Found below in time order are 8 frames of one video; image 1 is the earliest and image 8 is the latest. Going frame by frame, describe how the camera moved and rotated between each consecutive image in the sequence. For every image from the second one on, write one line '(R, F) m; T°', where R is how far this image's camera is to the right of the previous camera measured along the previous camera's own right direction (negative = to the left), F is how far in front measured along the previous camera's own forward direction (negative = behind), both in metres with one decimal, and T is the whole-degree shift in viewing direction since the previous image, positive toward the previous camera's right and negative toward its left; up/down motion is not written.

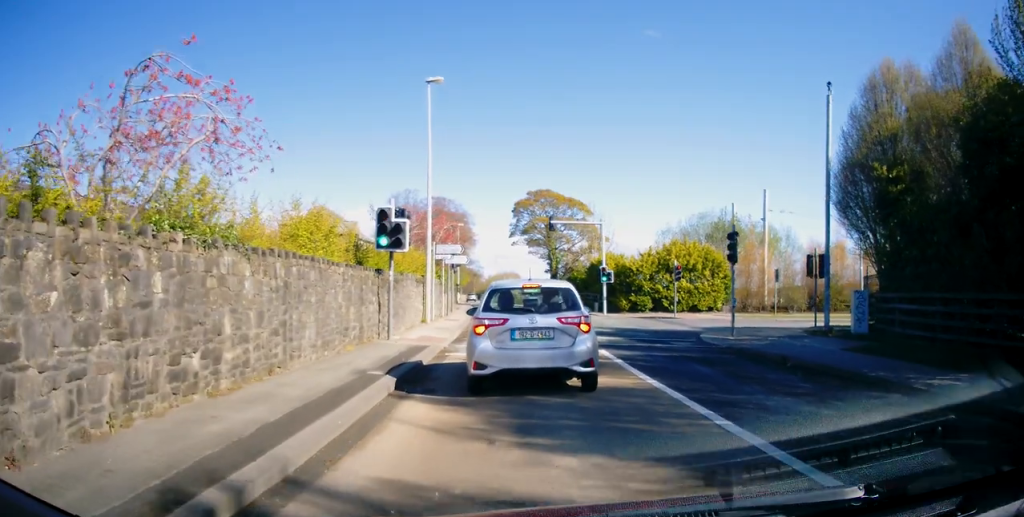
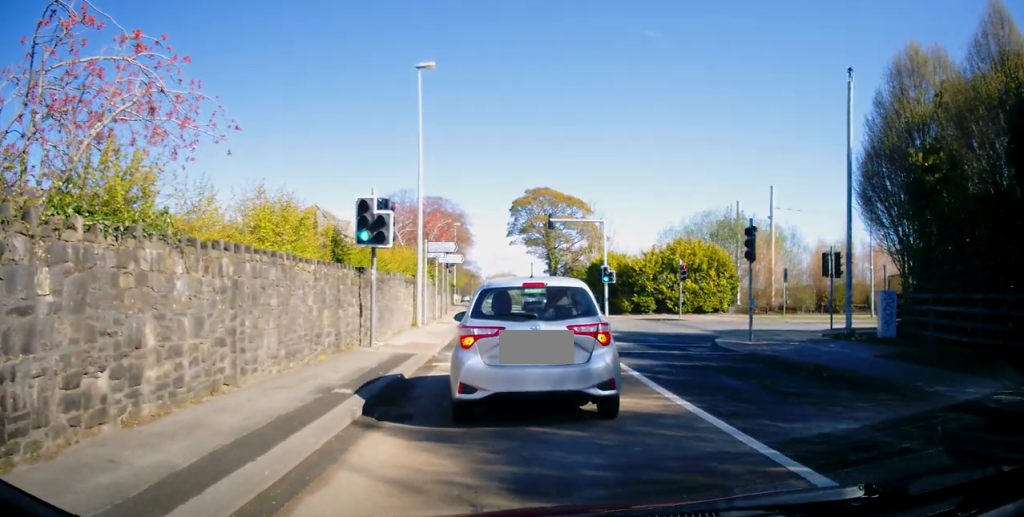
(-0.2, +1.7) m; -4°
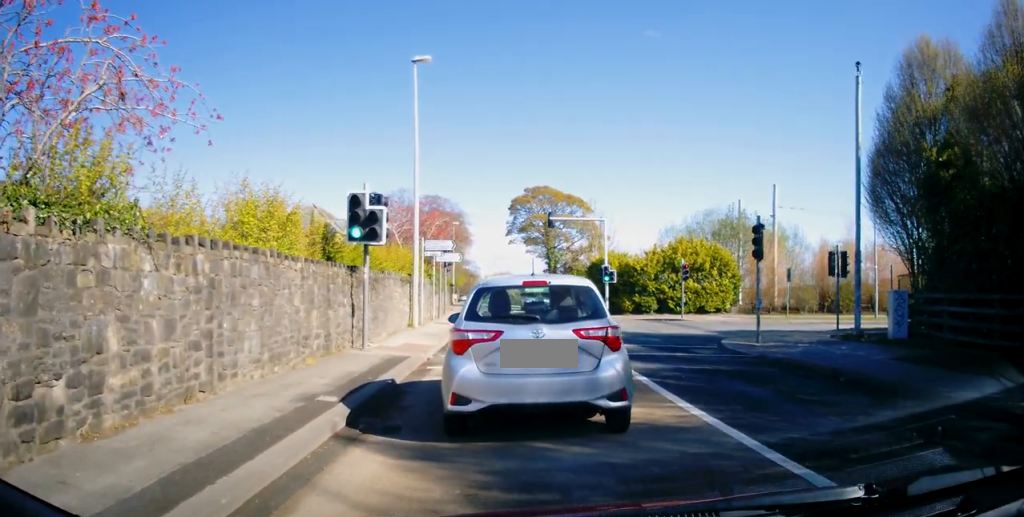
(+0.1, +0.7) m; 0°
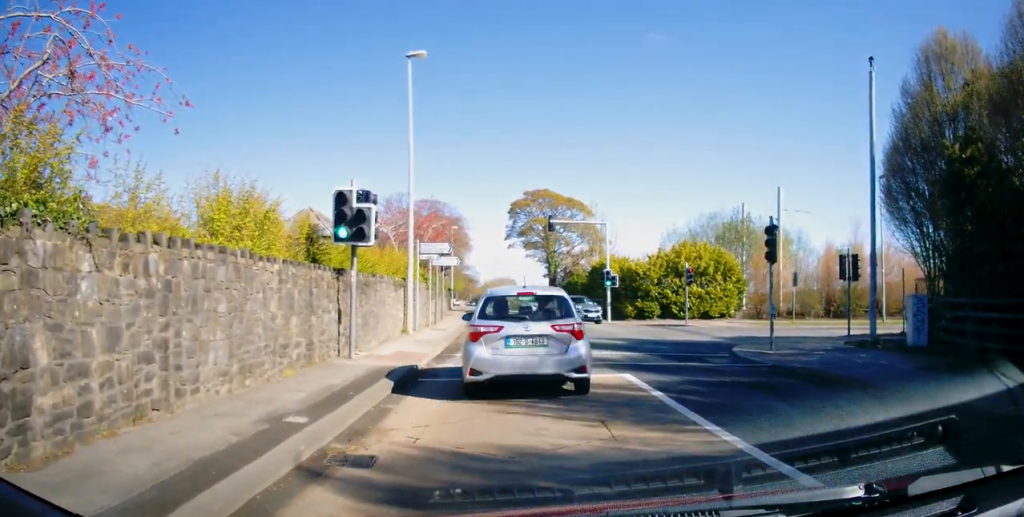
(+0.2, +2.4) m; +2°
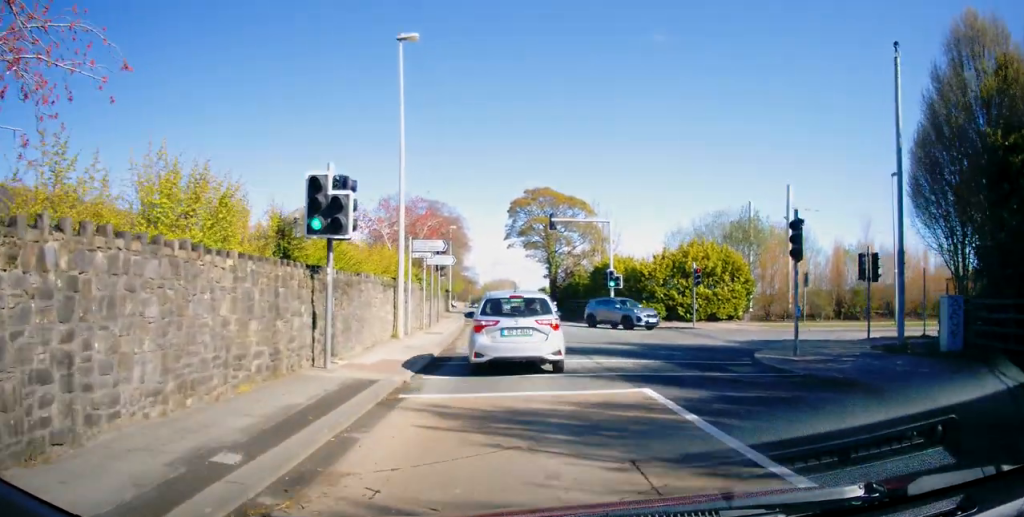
(0.0, +1.6) m; +1°
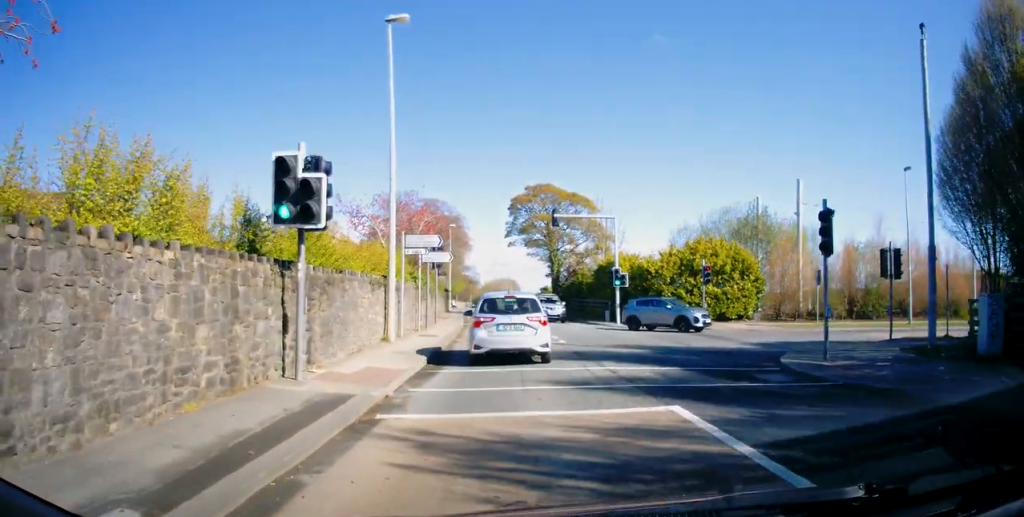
(0.0, +1.2) m; +2°
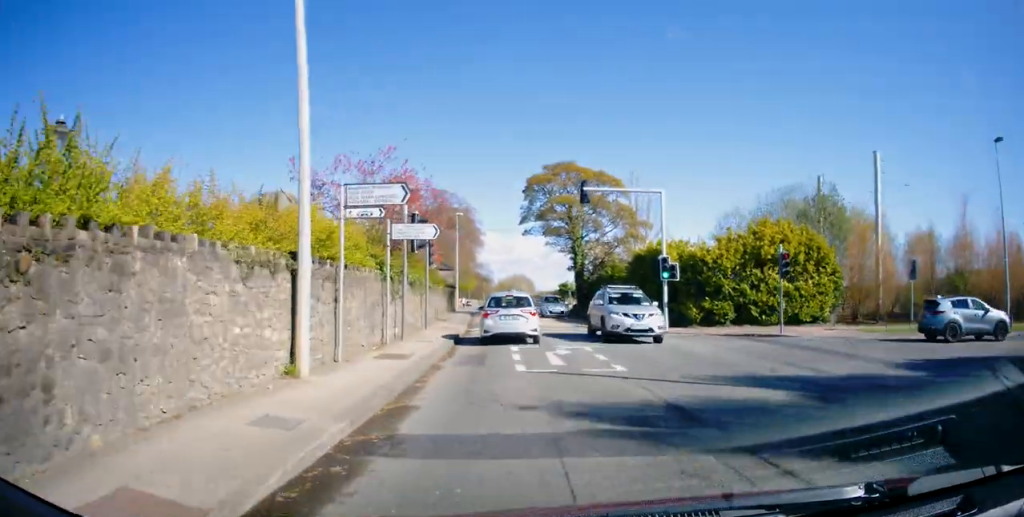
(-0.2, +7.0) m; -5°
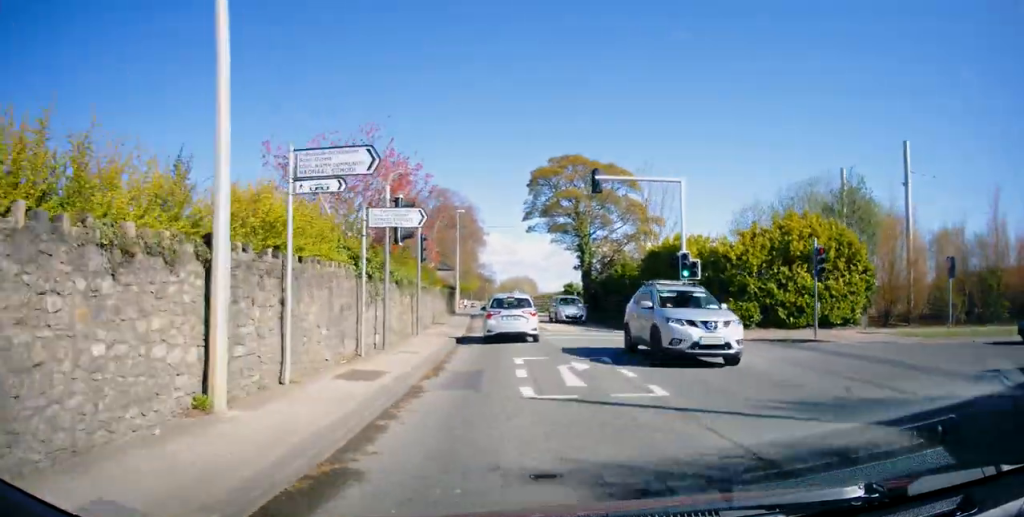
(-0.2, +2.4) m; -1°
